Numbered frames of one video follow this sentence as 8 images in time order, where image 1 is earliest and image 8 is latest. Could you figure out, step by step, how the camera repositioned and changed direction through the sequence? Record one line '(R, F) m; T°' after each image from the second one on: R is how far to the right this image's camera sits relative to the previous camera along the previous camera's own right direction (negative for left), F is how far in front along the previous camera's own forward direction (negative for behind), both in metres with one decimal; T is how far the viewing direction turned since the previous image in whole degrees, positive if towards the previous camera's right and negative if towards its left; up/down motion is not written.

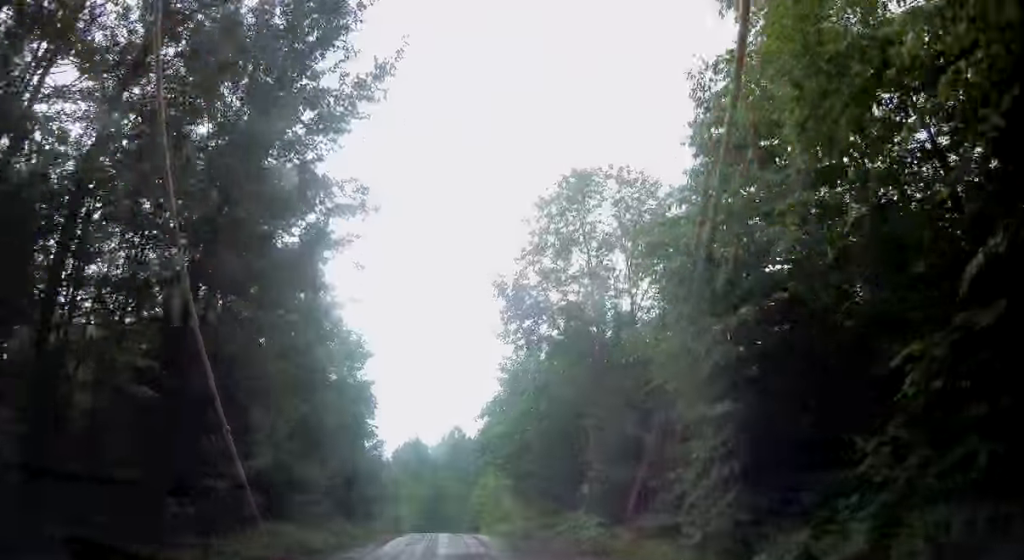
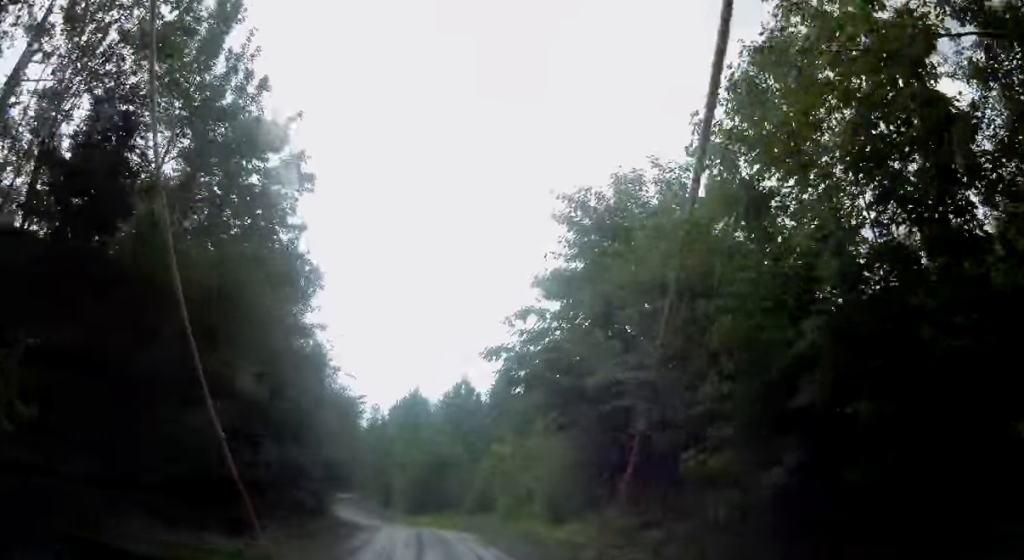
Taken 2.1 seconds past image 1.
(-2.3, +16.9) m; -14°
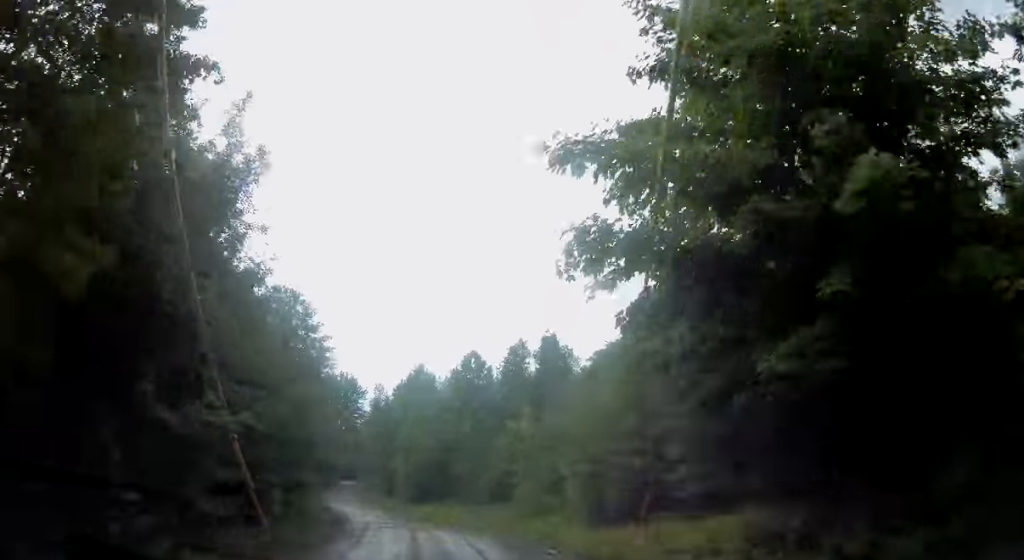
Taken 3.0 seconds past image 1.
(-0.3, +7.9) m; 0°
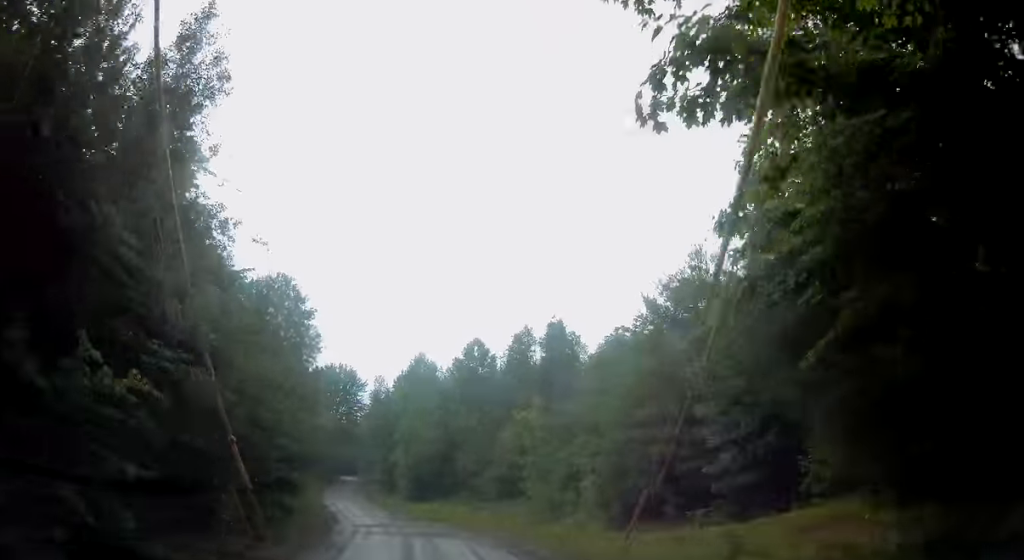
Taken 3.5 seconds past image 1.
(0.0, +3.6) m; +2°
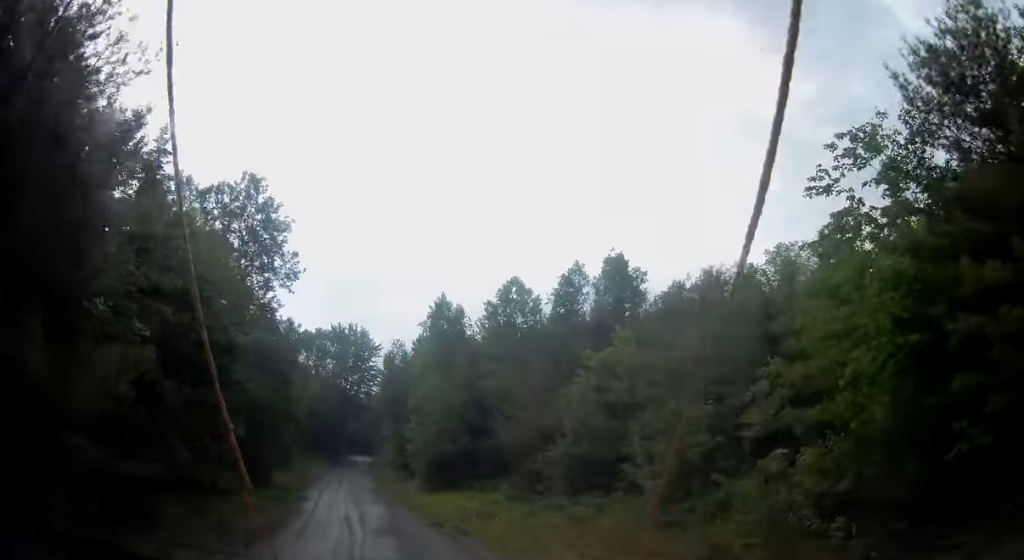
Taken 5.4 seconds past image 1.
(+0.7, +16.4) m; 0°
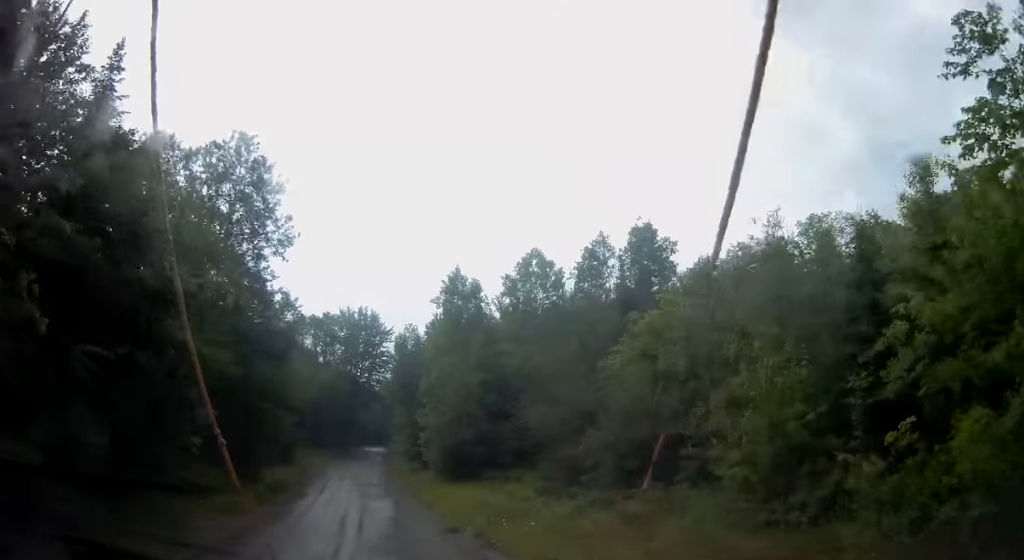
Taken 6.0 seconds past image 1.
(-0.1, +4.7) m; -1°
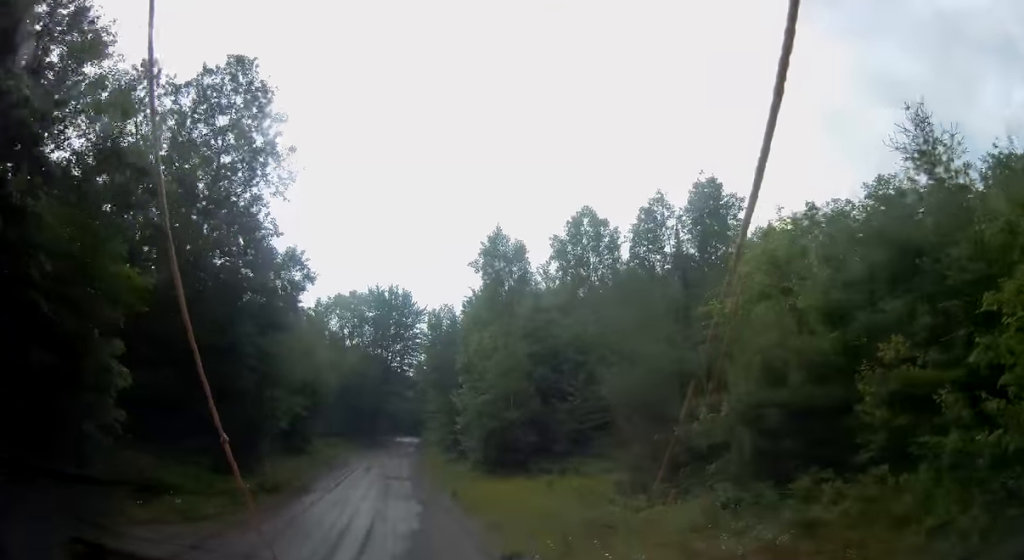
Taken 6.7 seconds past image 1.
(-0.2, +7.0) m; -2°
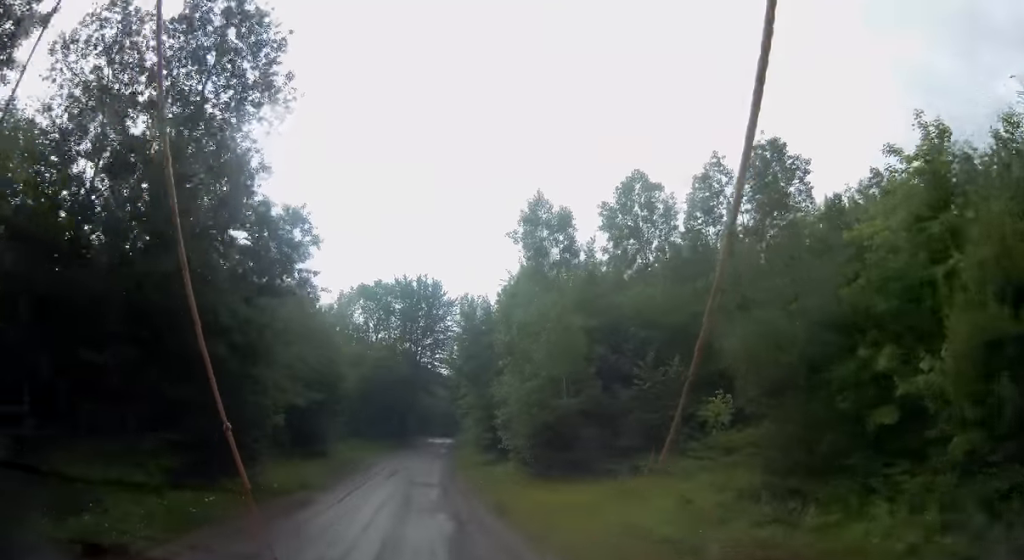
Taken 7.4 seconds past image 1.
(0.0, +6.0) m; -1°
